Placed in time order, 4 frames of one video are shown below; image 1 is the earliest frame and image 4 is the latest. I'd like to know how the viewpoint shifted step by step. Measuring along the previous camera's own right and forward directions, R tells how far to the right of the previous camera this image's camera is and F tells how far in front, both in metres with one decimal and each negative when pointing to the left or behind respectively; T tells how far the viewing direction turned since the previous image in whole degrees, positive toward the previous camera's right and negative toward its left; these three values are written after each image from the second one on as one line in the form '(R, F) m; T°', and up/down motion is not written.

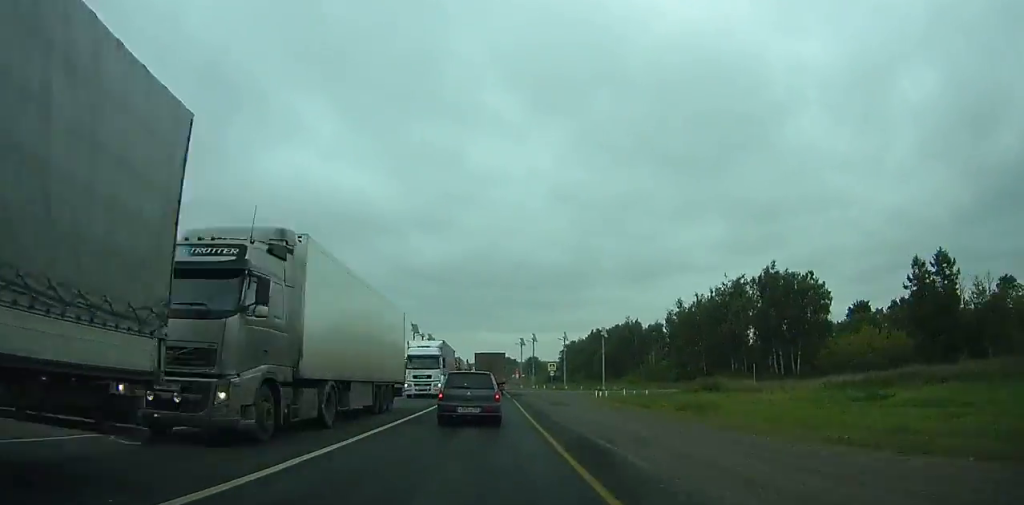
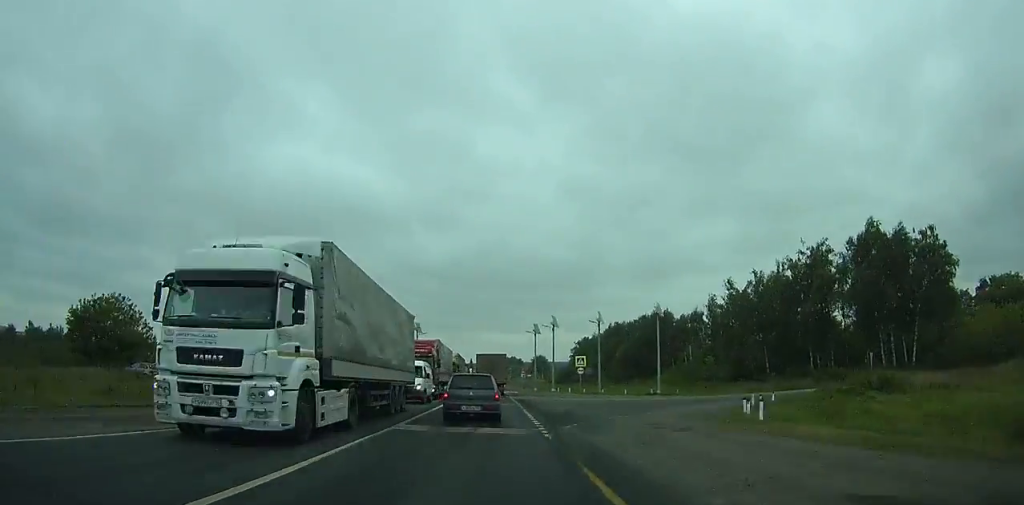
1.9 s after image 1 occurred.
(-0.3, +30.9) m; -1°
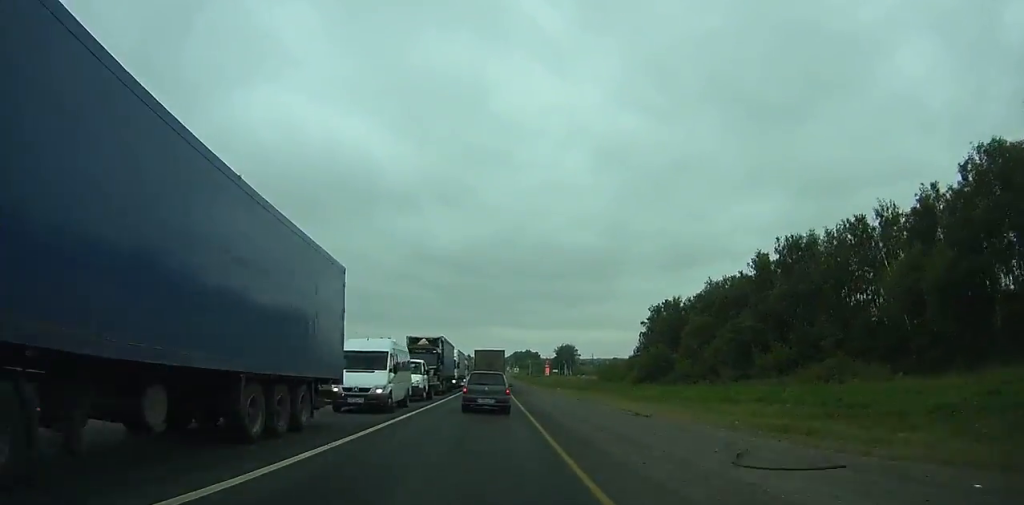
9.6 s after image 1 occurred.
(-2.0, +124.7) m; -2°
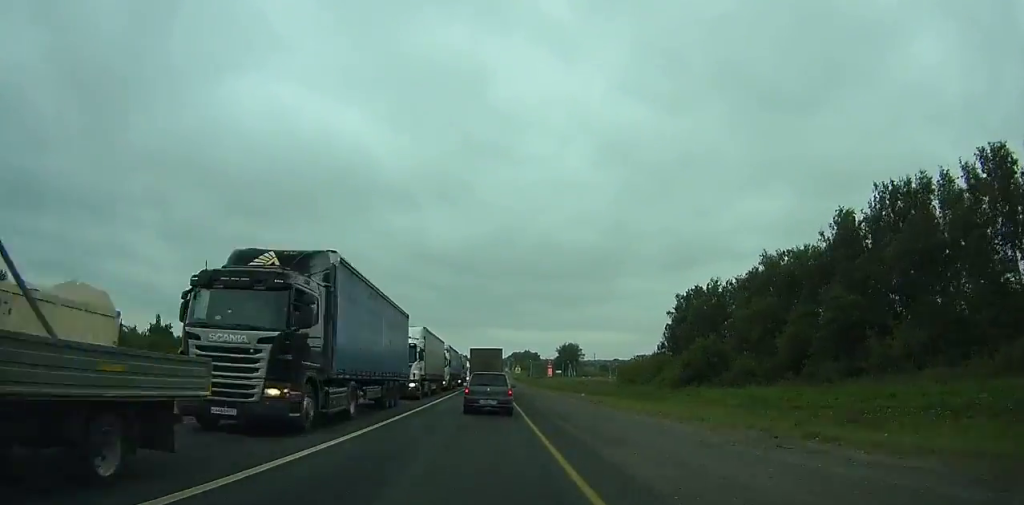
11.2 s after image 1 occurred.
(-0.1, +25.8) m; 0°
